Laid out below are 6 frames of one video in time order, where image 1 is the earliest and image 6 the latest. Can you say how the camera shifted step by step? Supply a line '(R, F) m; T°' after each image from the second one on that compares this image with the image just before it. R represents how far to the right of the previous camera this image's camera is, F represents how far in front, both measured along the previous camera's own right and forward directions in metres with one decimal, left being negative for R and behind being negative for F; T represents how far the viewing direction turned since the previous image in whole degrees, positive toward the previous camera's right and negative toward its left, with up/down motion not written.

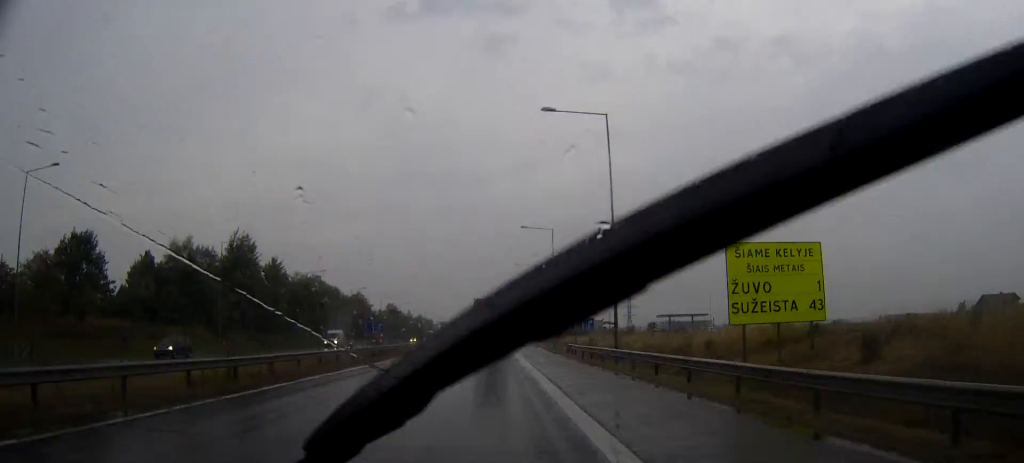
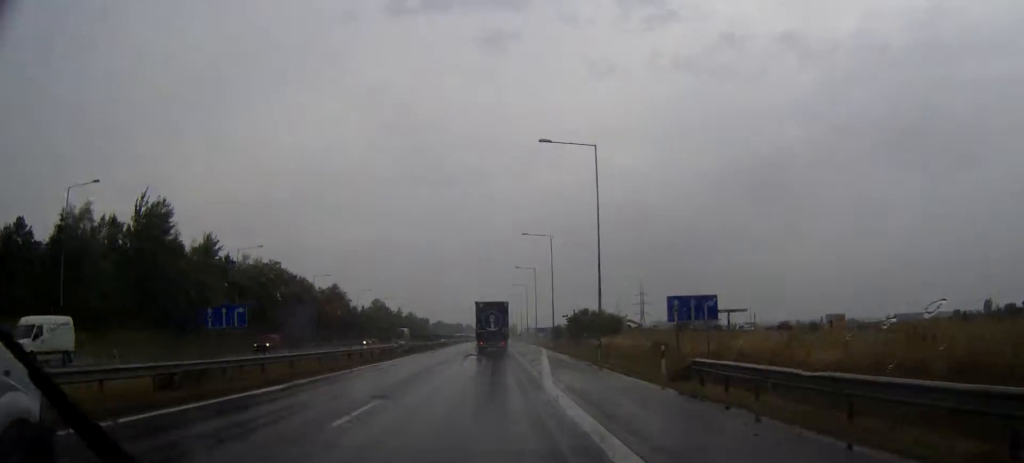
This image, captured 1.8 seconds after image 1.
(0.0, +33.2) m; 0°
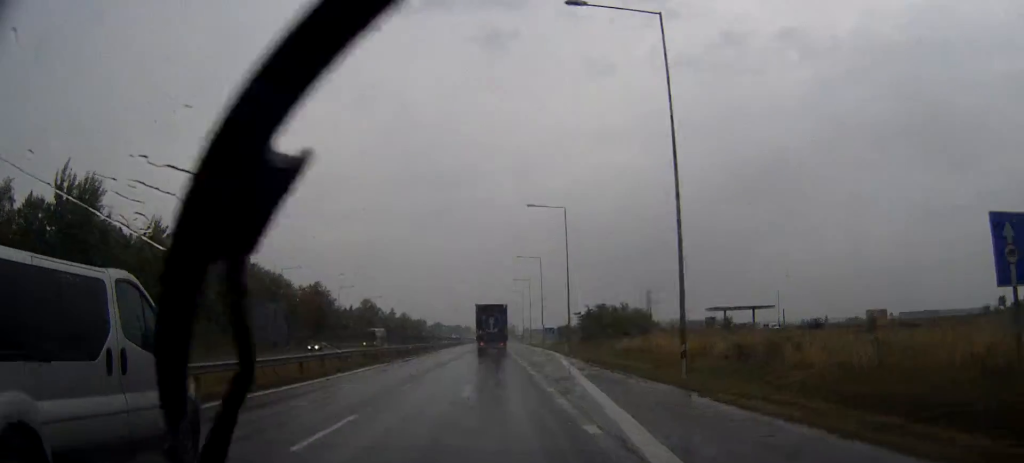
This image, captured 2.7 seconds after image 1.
(0.0, +18.2) m; 0°
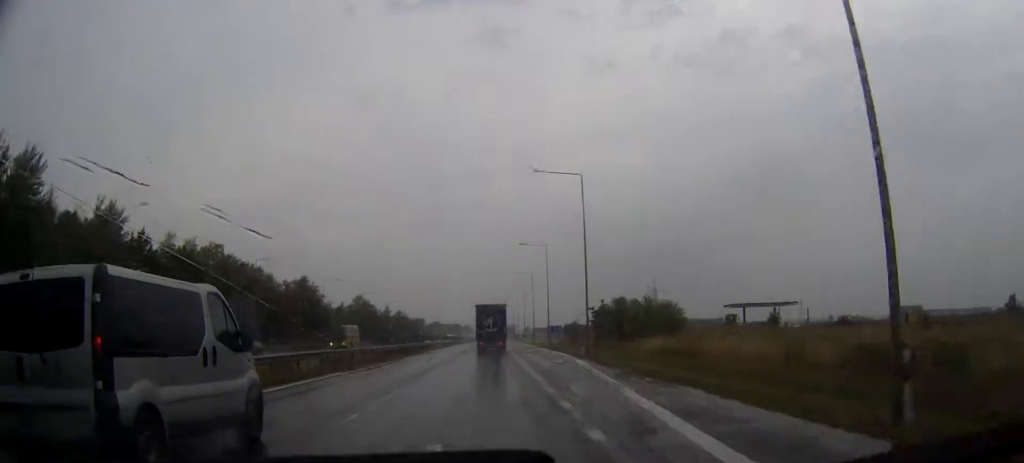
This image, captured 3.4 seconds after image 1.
(0.0, +12.5) m; 0°
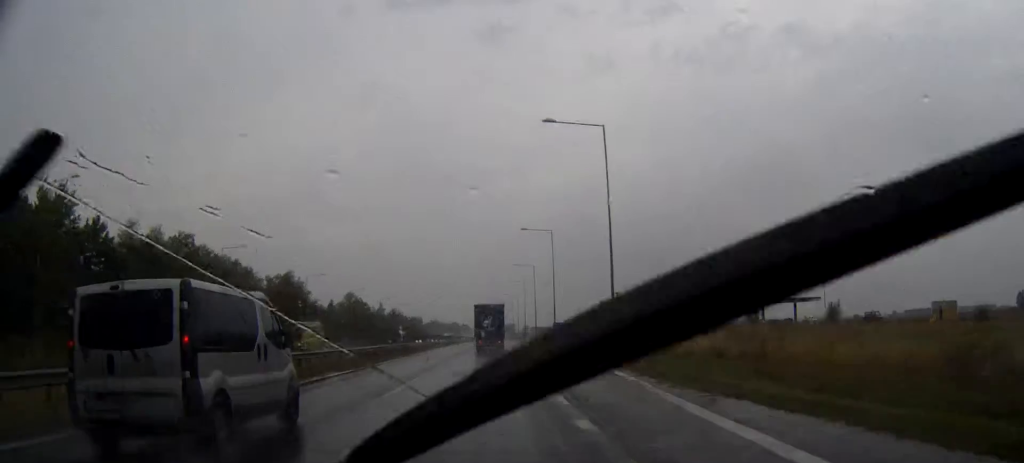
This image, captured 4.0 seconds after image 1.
(0.0, +11.3) m; 0°
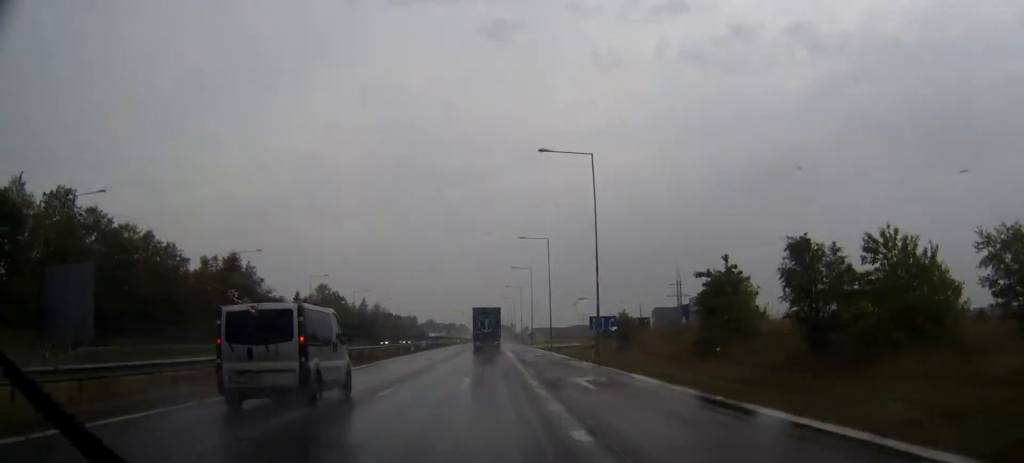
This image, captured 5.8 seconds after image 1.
(0.0, +33.2) m; 0°
